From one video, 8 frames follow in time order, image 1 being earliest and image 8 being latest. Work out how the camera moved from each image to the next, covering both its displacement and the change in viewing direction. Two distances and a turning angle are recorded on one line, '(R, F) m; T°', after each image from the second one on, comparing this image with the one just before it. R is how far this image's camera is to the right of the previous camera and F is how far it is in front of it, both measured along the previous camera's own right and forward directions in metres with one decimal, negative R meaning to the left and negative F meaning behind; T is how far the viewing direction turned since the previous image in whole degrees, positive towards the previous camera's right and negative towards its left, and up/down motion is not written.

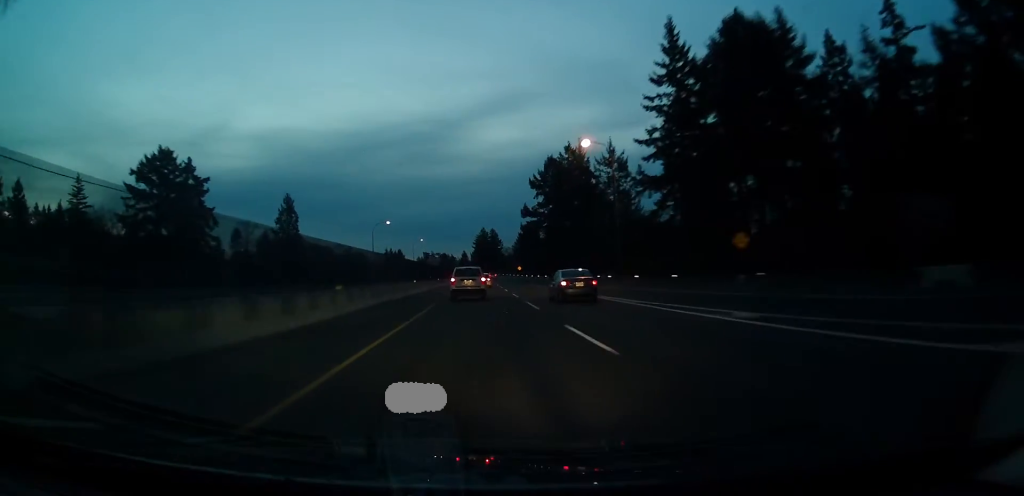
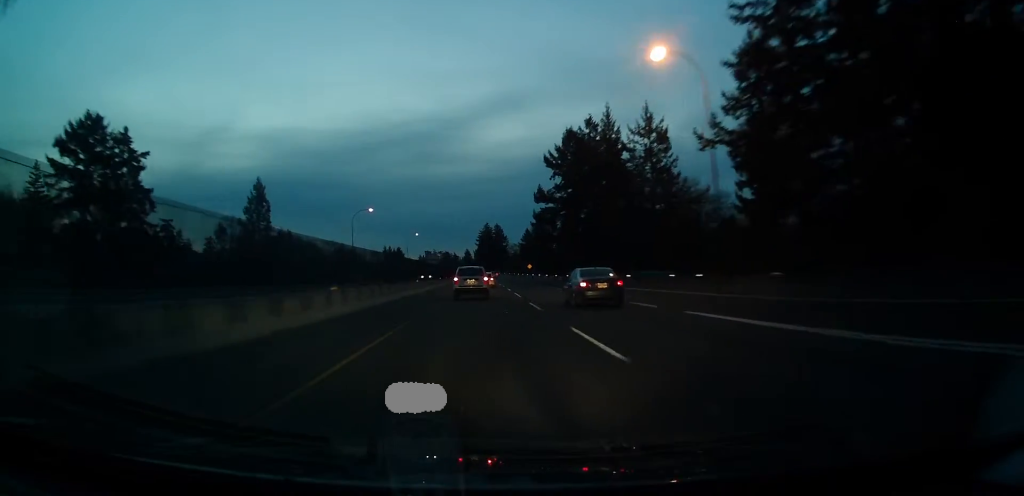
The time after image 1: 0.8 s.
(-0.2, +25.7) m; 0°
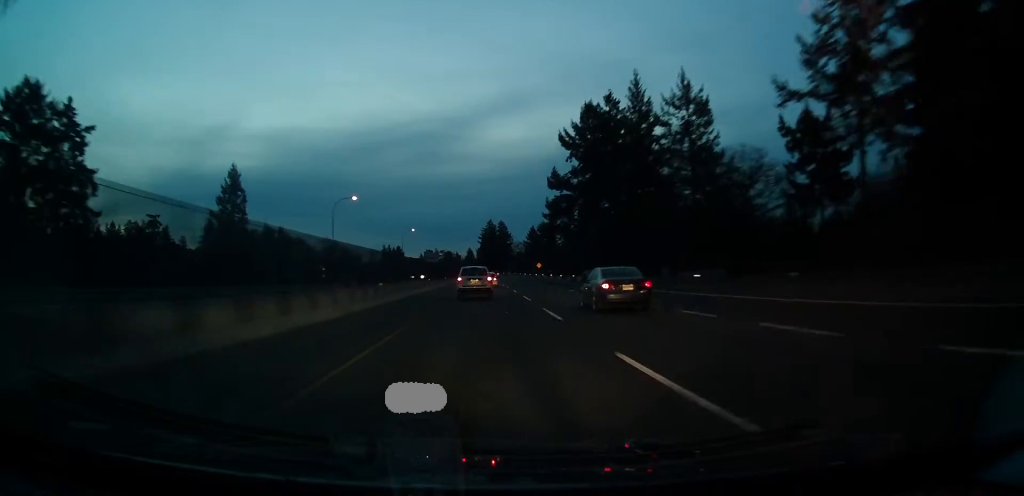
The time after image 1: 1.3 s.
(-0.1, +17.2) m; 0°
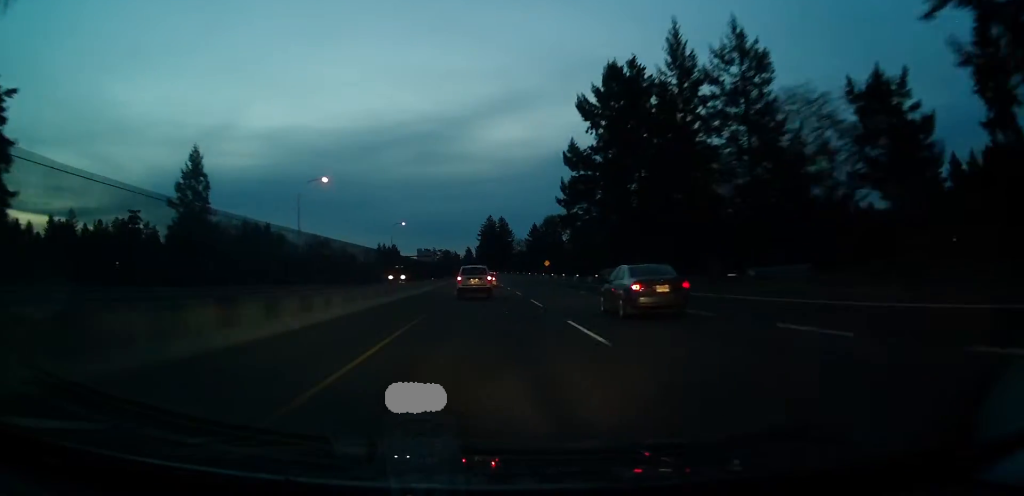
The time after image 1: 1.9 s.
(0.0, +18.4) m; 0°
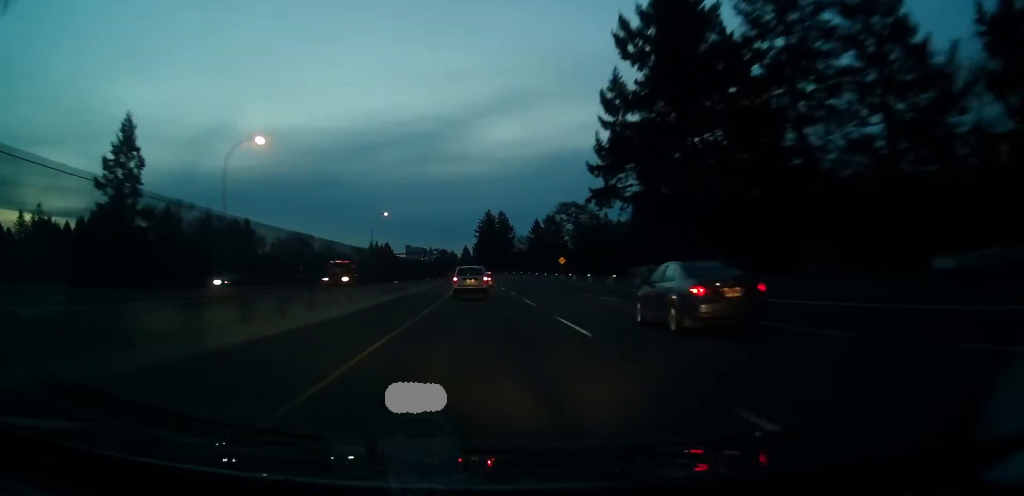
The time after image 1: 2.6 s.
(-0.2, +24.0) m; 0°
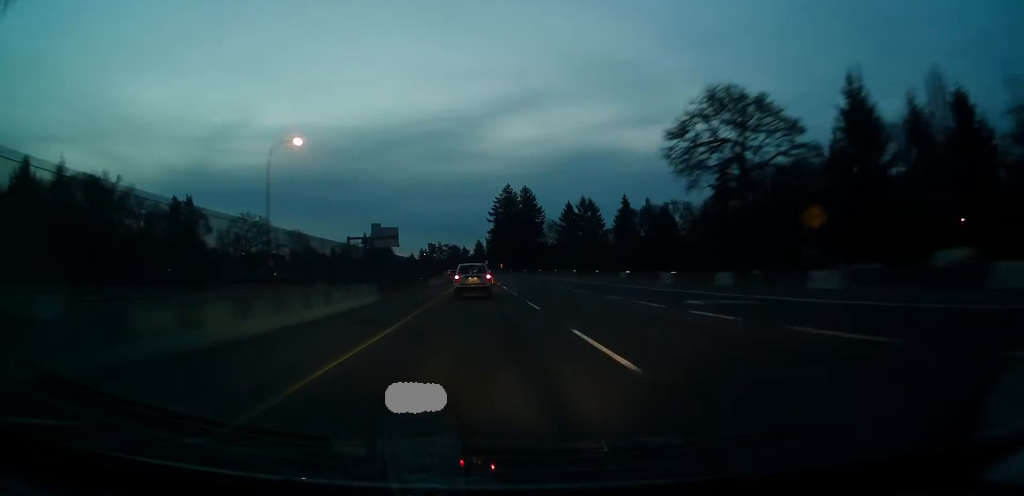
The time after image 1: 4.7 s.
(+0.1, +67.8) m; 0°
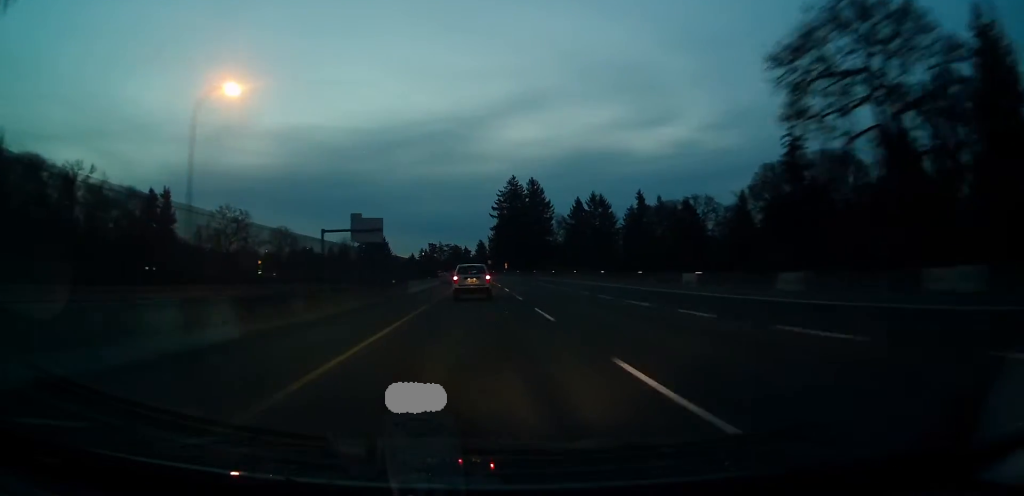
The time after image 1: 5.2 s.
(-0.1, +17.5) m; 0°
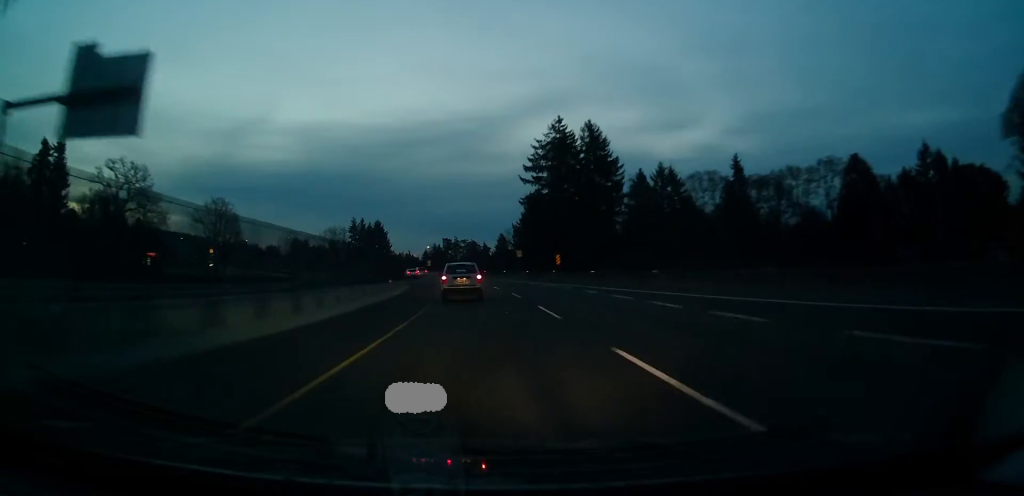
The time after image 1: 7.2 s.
(0.0, +63.6) m; -1°
